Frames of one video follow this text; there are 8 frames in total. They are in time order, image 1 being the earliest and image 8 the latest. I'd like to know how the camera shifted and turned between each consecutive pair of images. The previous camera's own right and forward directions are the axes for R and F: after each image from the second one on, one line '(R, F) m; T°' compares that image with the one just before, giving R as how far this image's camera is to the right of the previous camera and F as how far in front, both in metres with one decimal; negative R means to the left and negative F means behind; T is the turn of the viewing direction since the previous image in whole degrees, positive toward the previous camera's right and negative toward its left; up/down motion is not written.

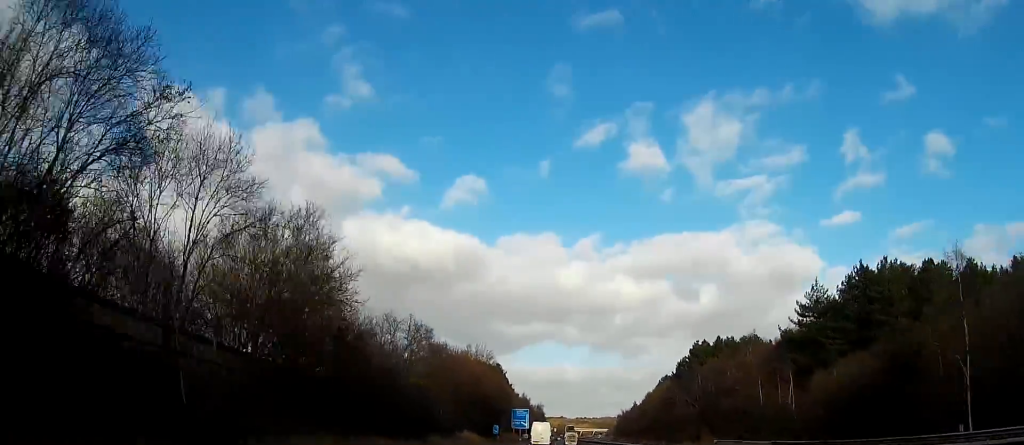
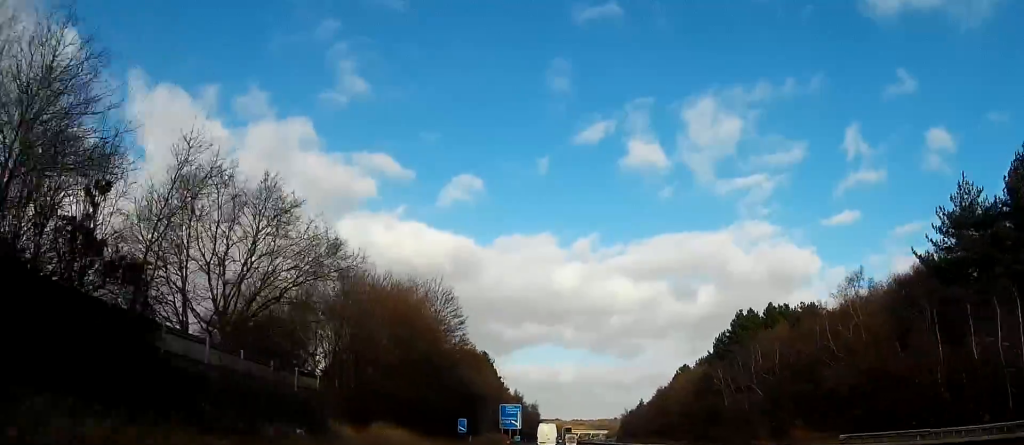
(0.0, +37.2) m; 0°
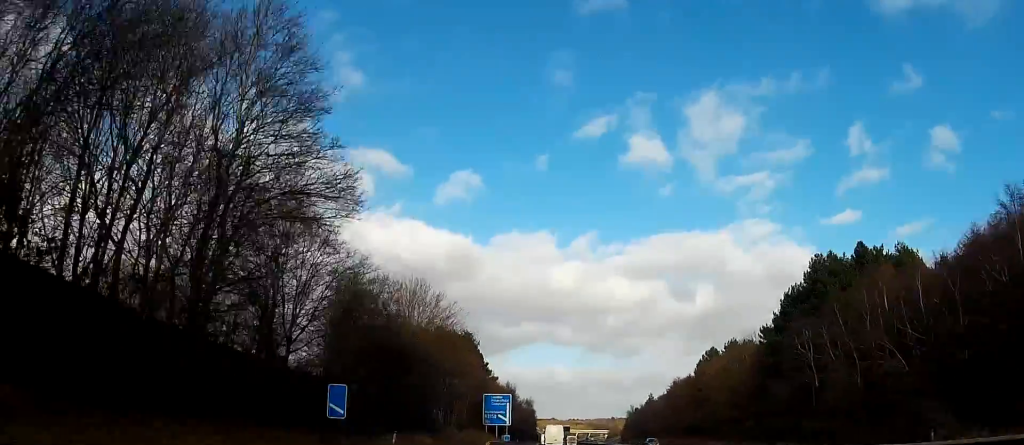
(+0.2, +36.0) m; +1°
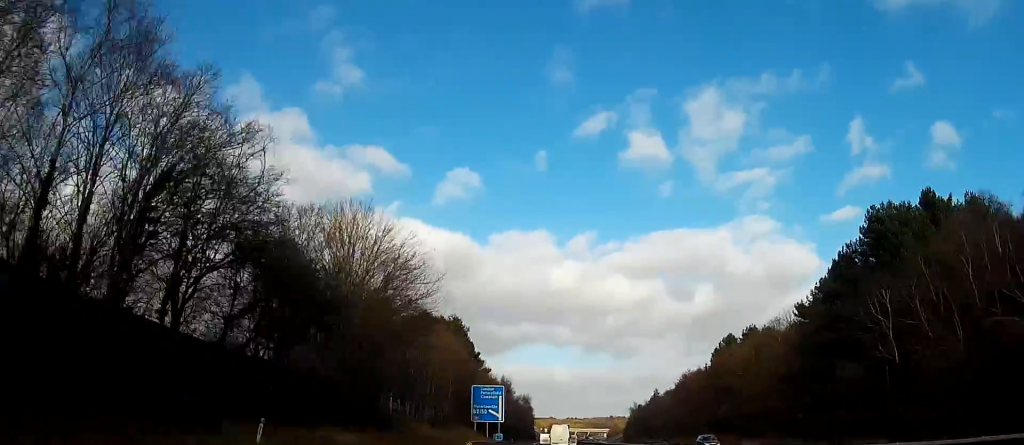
(-0.1, +17.1) m; +1°
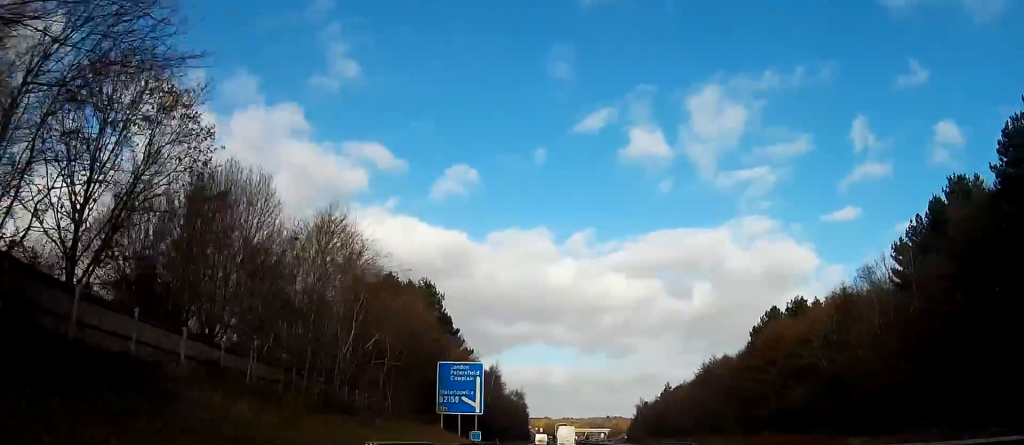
(+0.6, +30.4) m; +1°
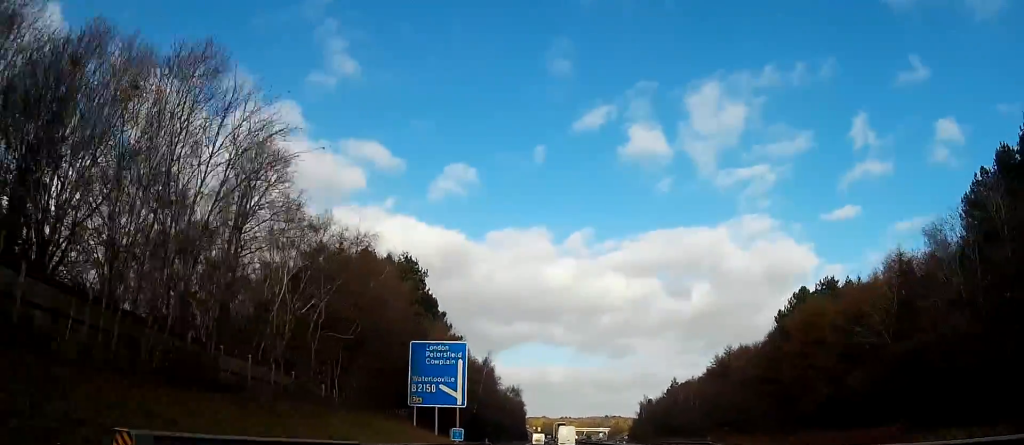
(-0.1, +14.3) m; 0°
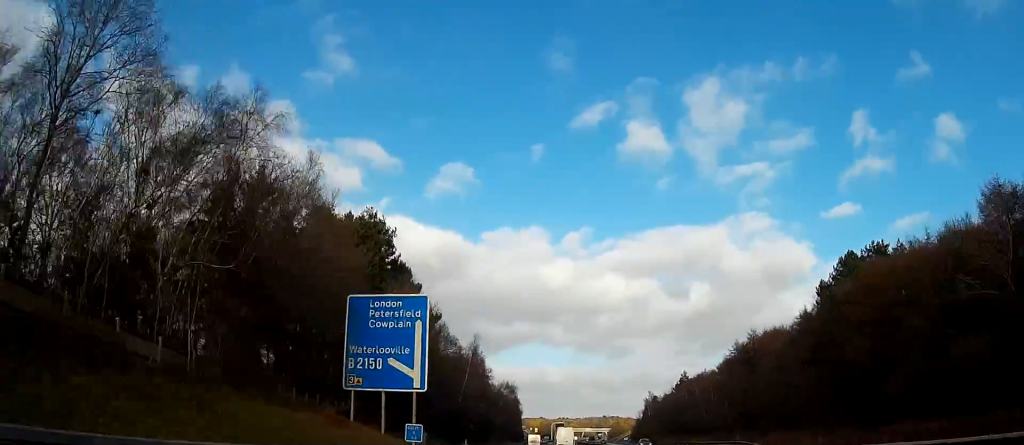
(0.0, +18.2) m; 0°
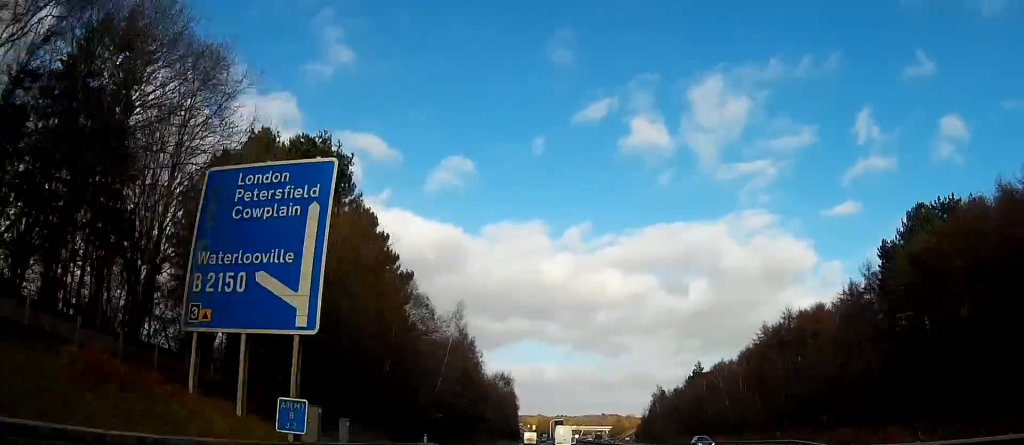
(-0.1, +18.3) m; 0°
